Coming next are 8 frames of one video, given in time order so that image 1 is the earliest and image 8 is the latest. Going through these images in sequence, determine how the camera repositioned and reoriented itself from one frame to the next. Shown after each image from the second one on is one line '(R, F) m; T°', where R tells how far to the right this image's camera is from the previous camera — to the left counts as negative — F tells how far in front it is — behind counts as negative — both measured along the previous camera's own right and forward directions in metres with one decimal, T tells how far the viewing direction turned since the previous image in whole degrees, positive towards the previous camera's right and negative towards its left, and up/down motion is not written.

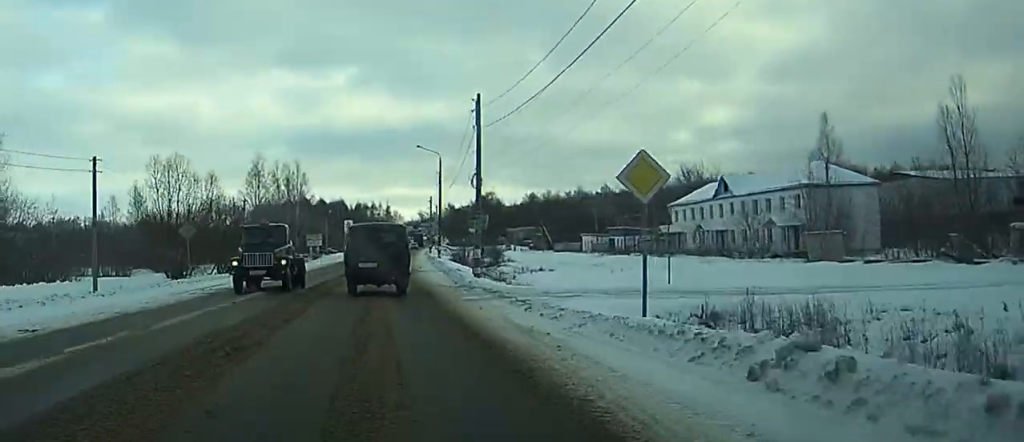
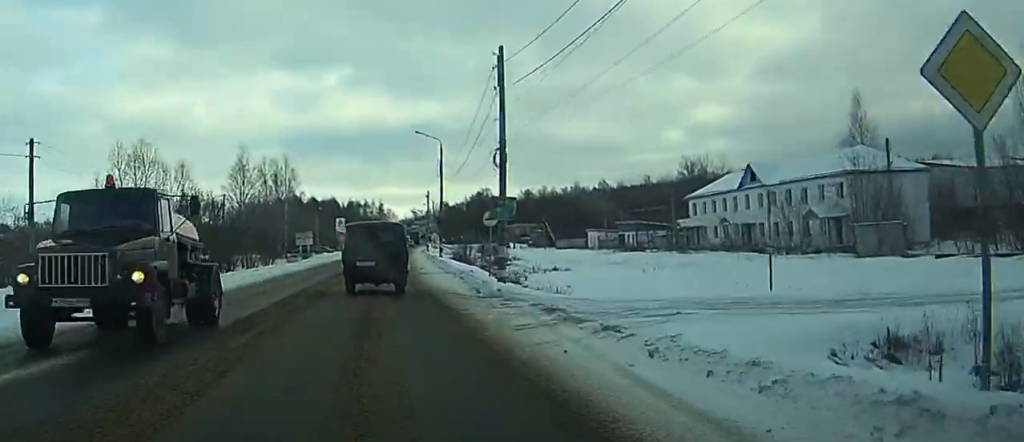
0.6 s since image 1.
(+0.1, +8.9) m; 0°
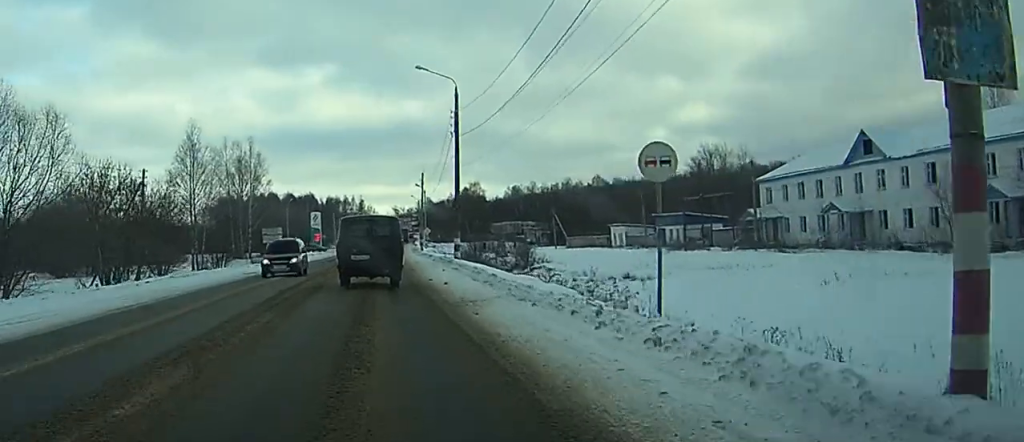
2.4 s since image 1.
(+0.3, +25.0) m; +1°
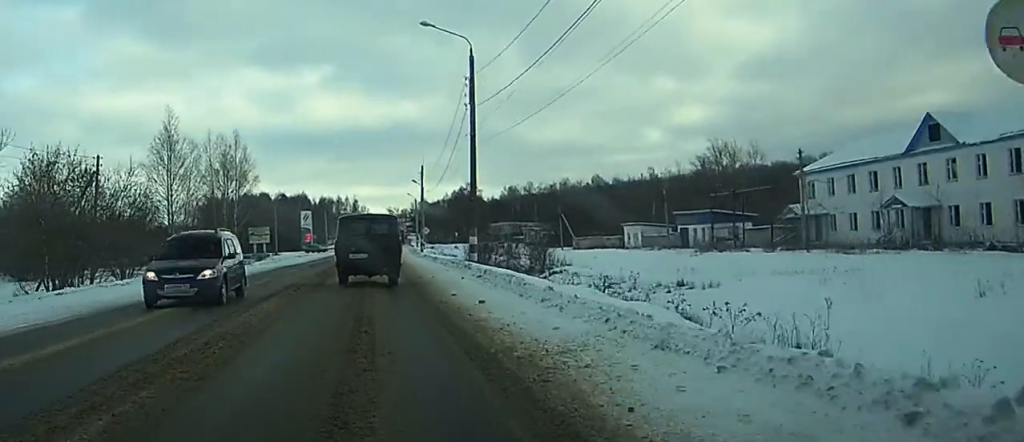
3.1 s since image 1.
(+0.1, +9.5) m; +1°
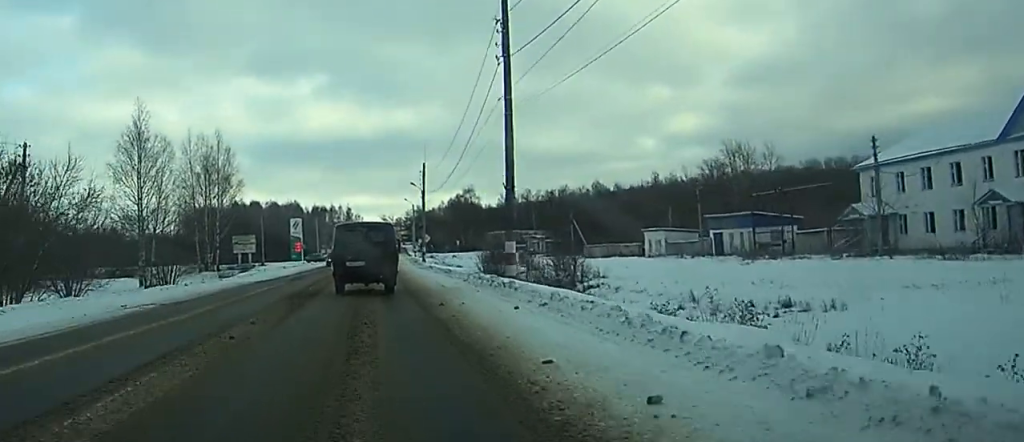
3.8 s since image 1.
(0.0, +10.9) m; 0°
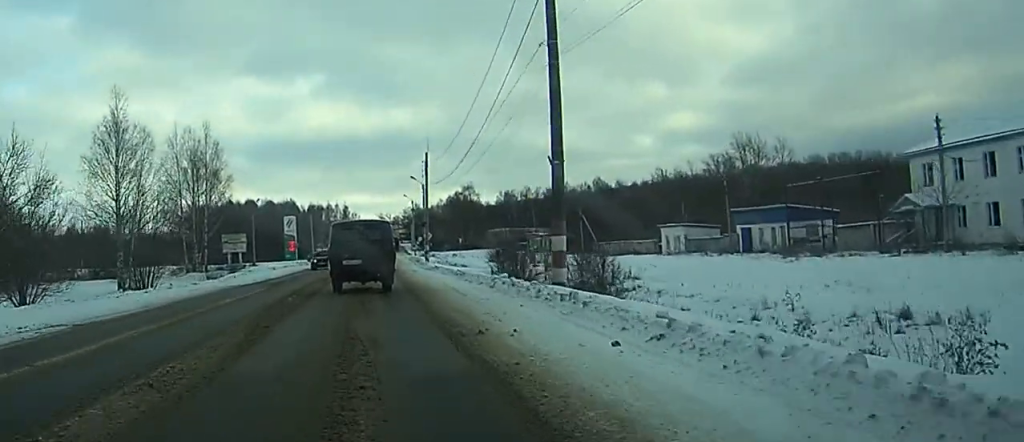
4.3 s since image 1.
(0.0, +7.1) m; 0°
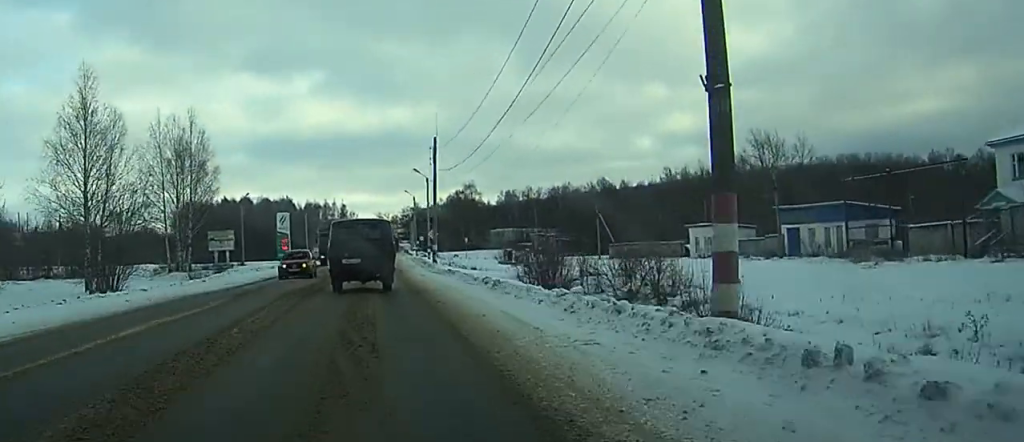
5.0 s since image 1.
(+0.1, +9.3) m; 0°
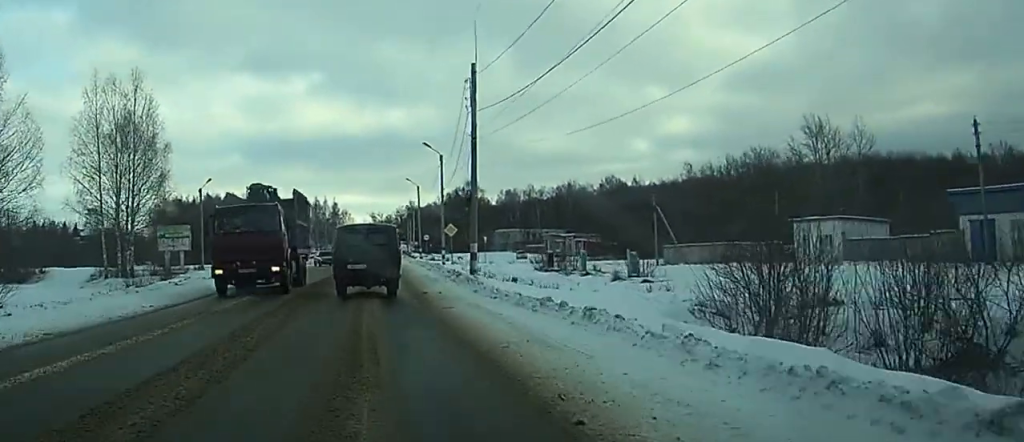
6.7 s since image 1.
(+0.2, +23.9) m; +1°
